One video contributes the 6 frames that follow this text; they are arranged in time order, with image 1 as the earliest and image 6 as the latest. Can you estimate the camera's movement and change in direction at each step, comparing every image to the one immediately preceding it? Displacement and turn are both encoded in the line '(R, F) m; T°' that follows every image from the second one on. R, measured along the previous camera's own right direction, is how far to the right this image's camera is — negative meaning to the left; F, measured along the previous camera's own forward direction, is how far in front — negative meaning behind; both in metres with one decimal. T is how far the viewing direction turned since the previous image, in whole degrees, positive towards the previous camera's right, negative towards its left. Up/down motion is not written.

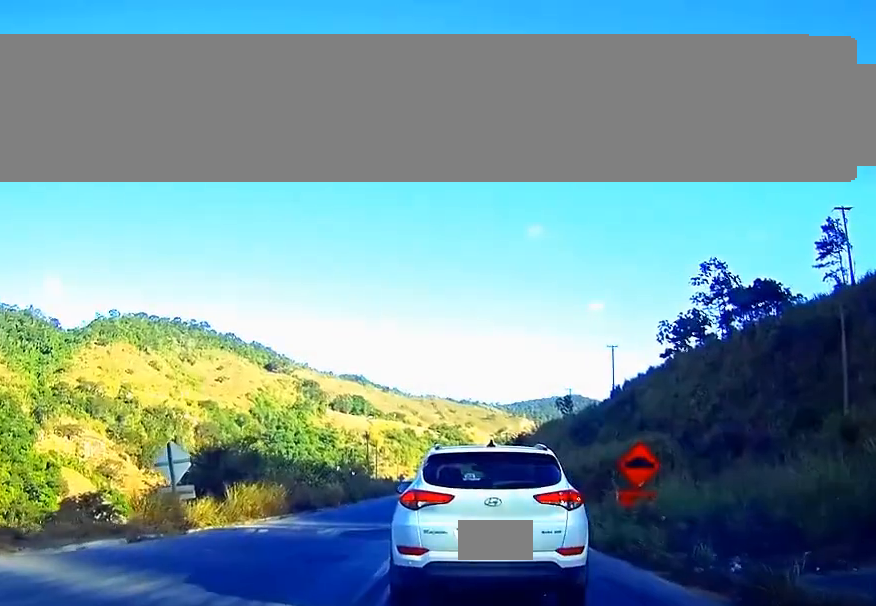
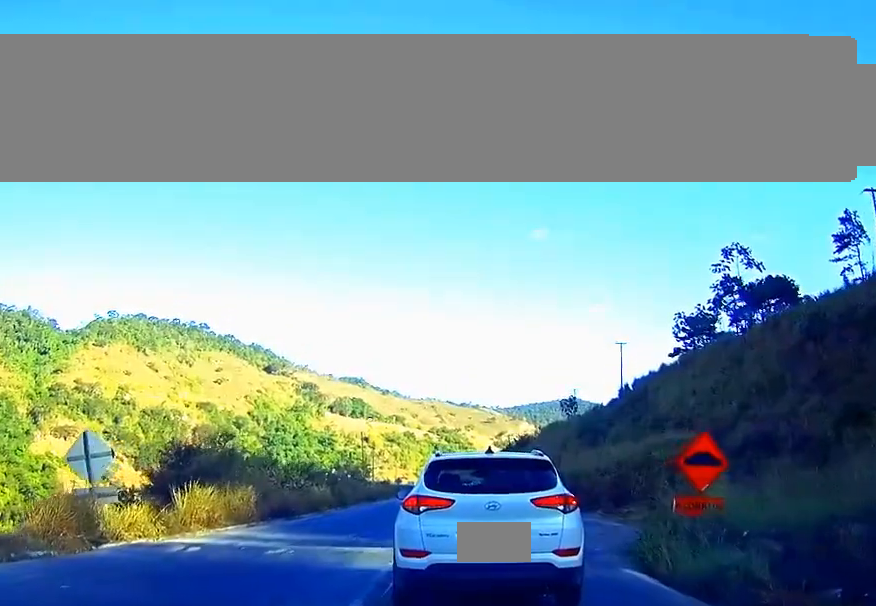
(0.0, +6.1) m; +1°
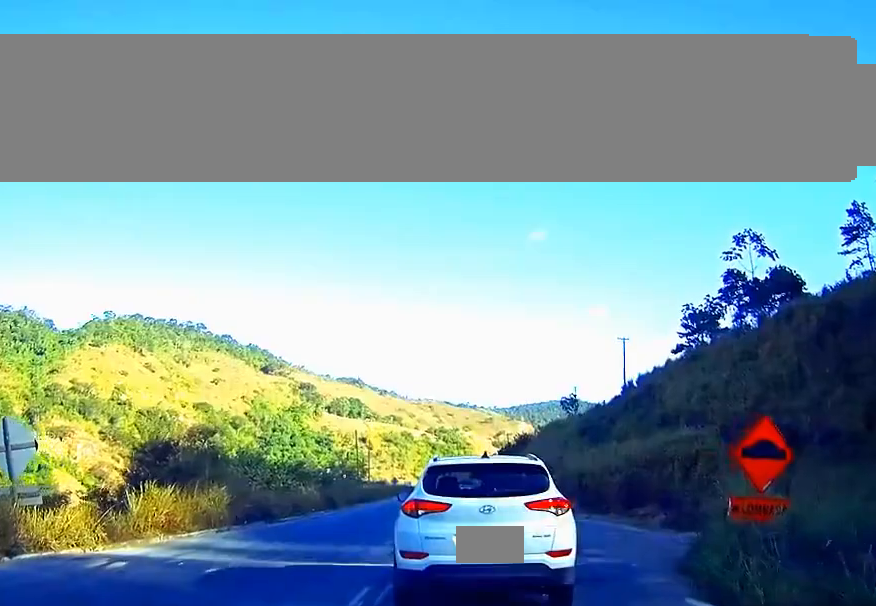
(+0.1, +3.7) m; +1°
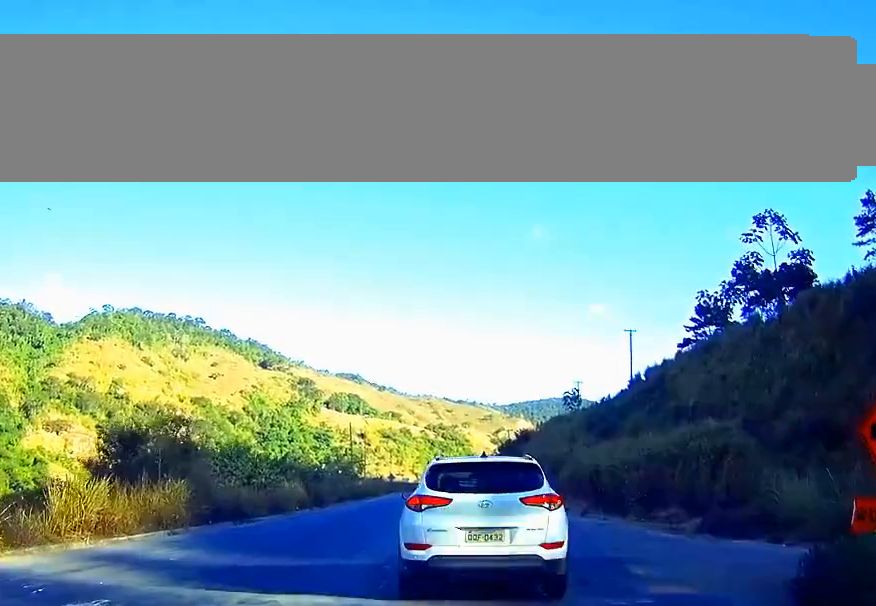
(0.0, +4.6) m; +1°
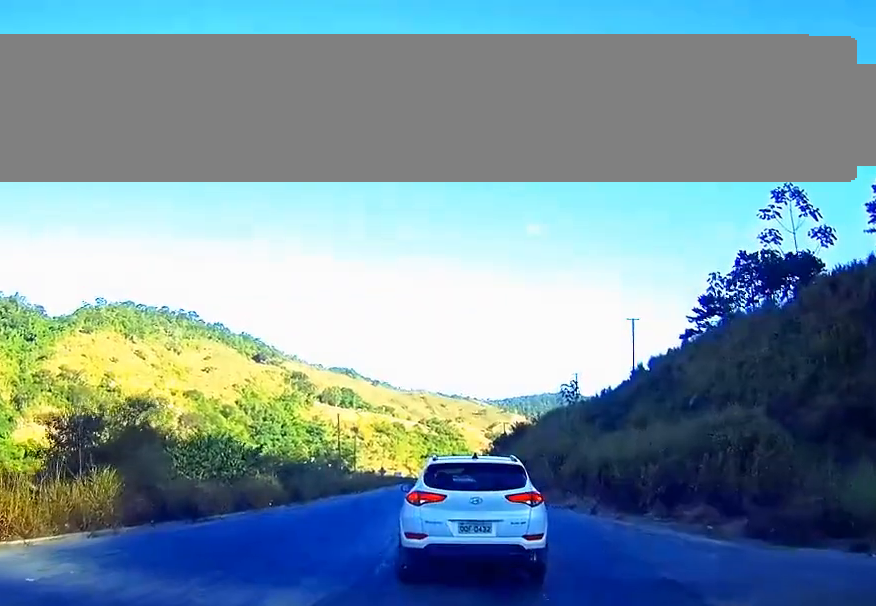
(0.0, +5.0) m; -1°
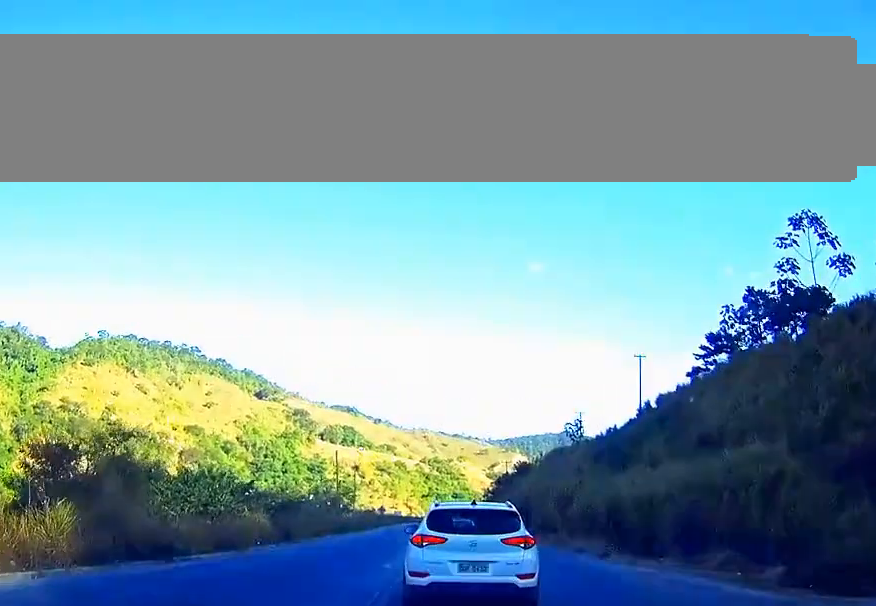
(0.0, +2.6) m; -1°
